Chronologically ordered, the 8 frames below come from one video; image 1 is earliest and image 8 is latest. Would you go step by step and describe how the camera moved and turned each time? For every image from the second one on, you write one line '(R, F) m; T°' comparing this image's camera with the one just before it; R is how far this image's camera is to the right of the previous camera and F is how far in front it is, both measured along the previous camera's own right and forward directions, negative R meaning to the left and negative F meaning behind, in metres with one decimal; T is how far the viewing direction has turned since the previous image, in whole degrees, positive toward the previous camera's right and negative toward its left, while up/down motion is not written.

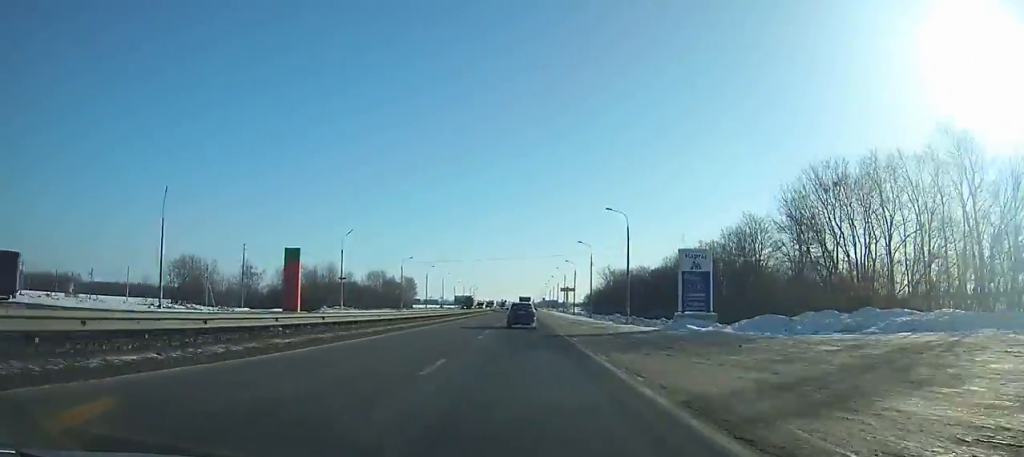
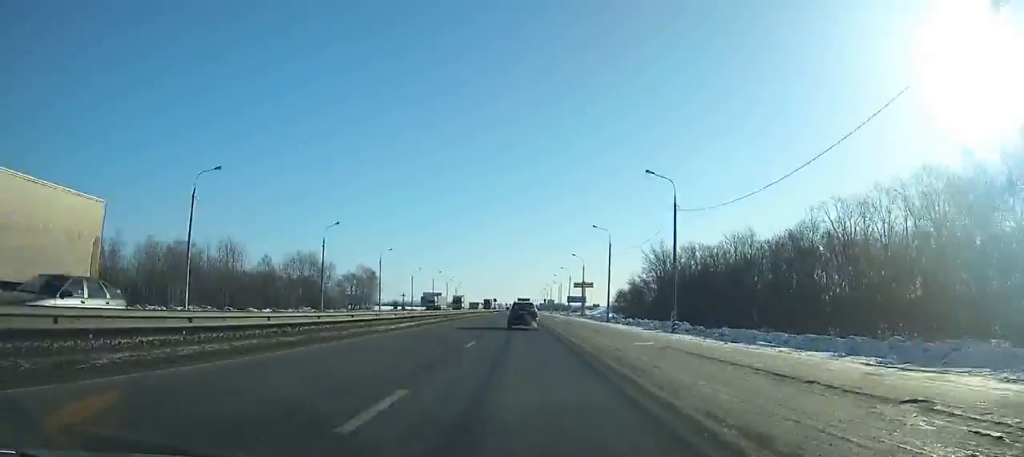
(0.0, +76.5) m; 0°
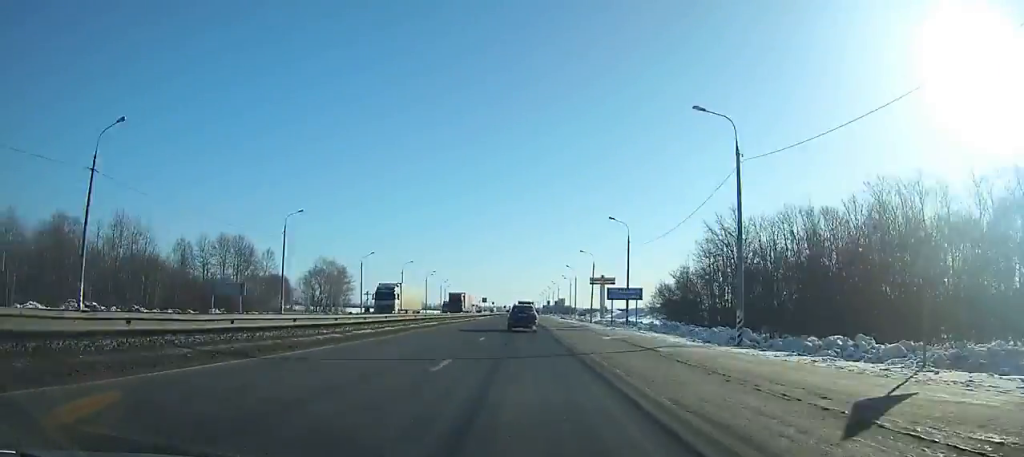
(0.0, +43.2) m; 0°
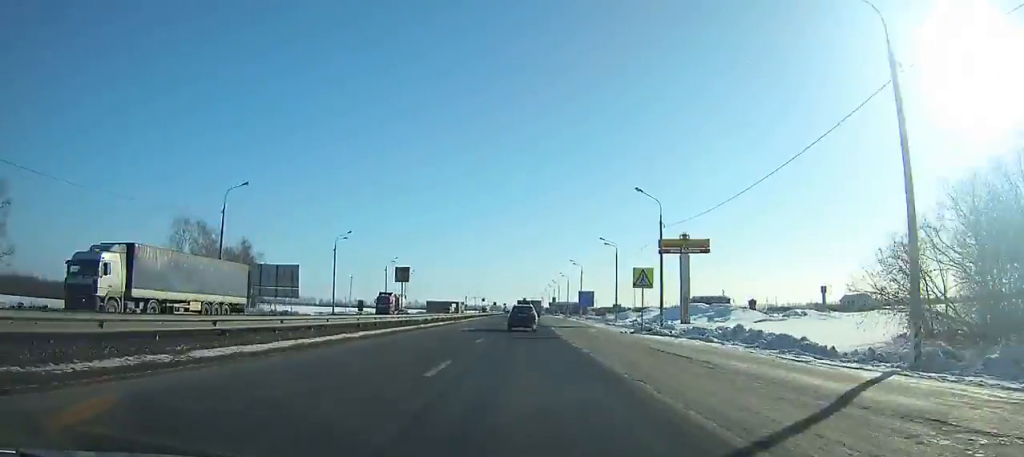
(+0.1, +71.8) m; 0°
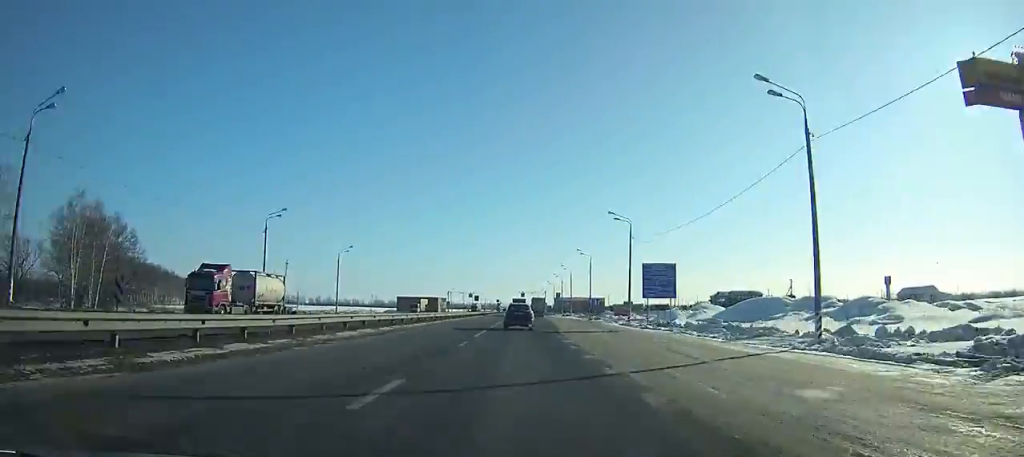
(+0.2, +52.0) m; 0°
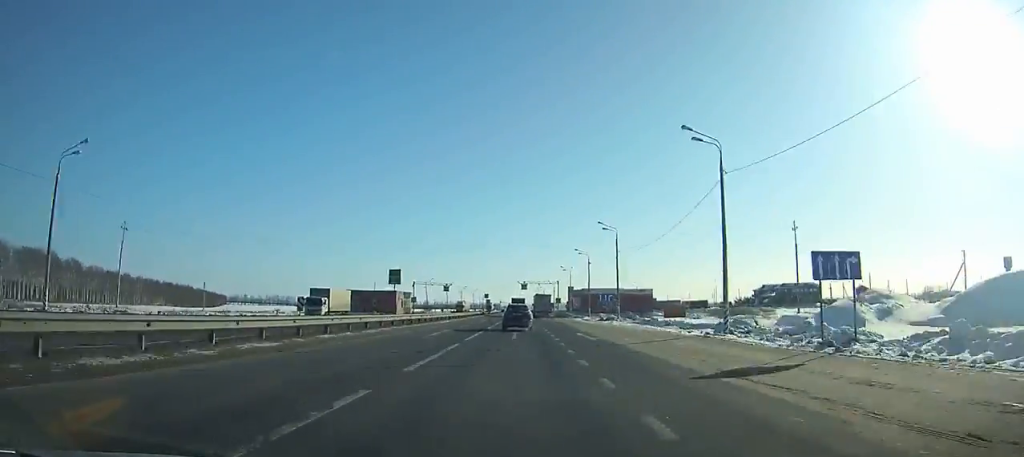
(+0.1, +61.8) m; 0°
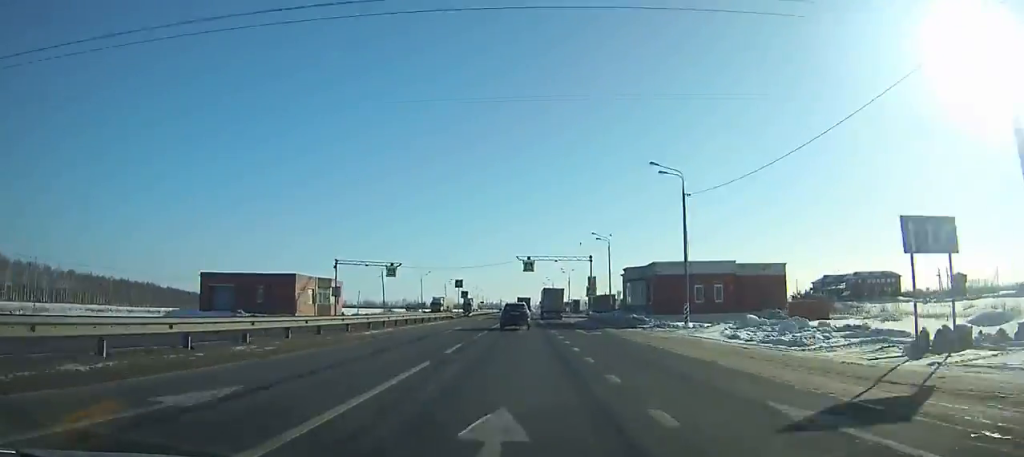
(-0.3, +55.4) m; -1°
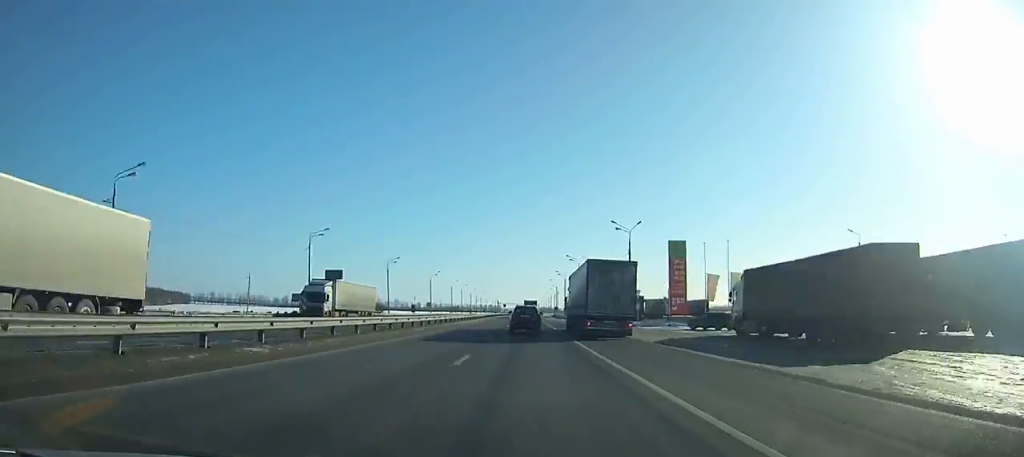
(-0.3, +78.0) m; 0°
